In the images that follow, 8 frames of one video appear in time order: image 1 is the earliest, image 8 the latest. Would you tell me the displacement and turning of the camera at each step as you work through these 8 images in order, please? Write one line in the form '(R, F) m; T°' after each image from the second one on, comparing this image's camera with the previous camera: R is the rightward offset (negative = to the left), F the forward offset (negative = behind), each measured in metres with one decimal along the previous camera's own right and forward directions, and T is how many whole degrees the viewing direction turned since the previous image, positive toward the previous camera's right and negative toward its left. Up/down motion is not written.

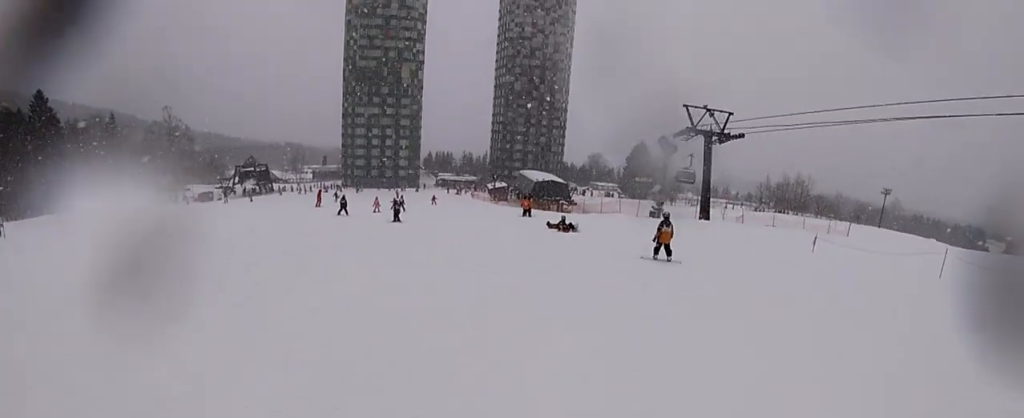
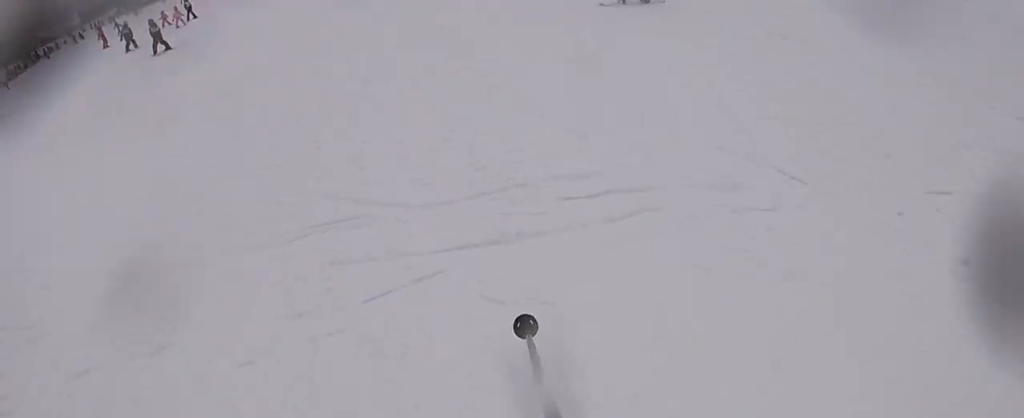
(0.0, +9.7) m; -1°
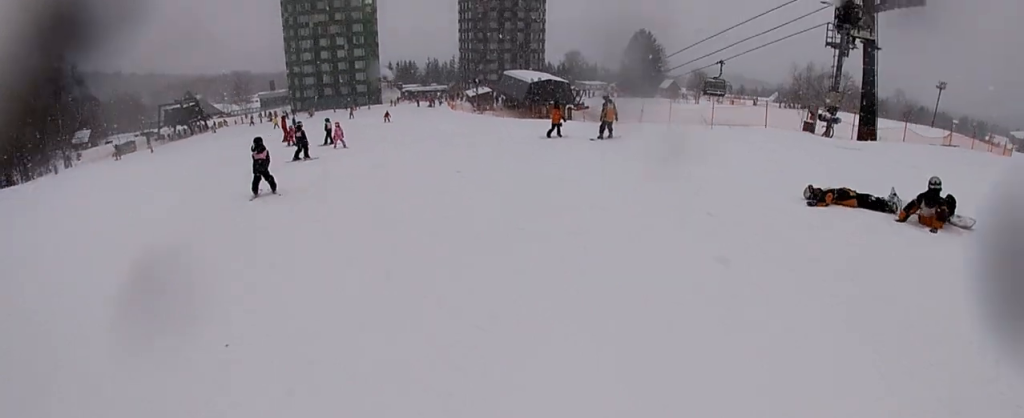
(-0.3, +9.3) m; -7°
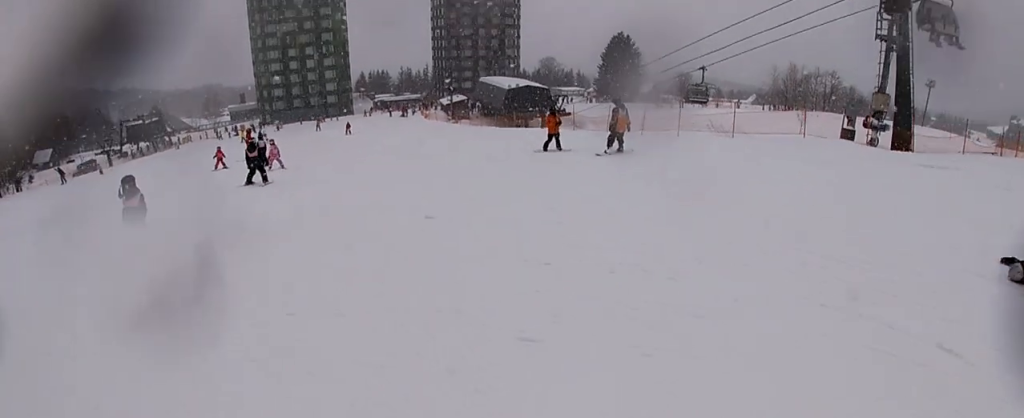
(-0.5, +4.6) m; +5°
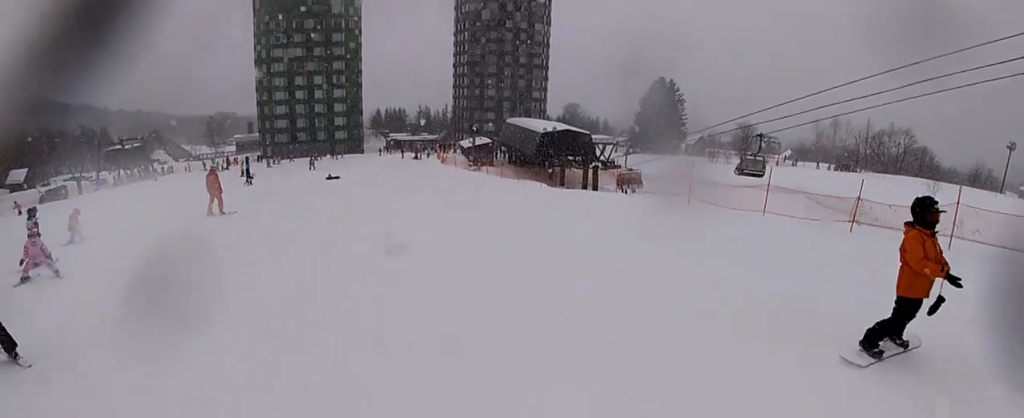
(+2.1, +13.9) m; +8°
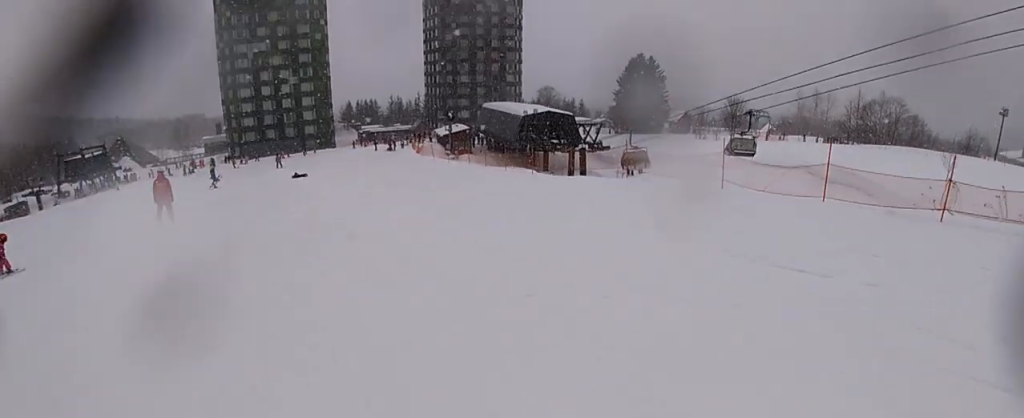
(-0.2, +3.6) m; -3°
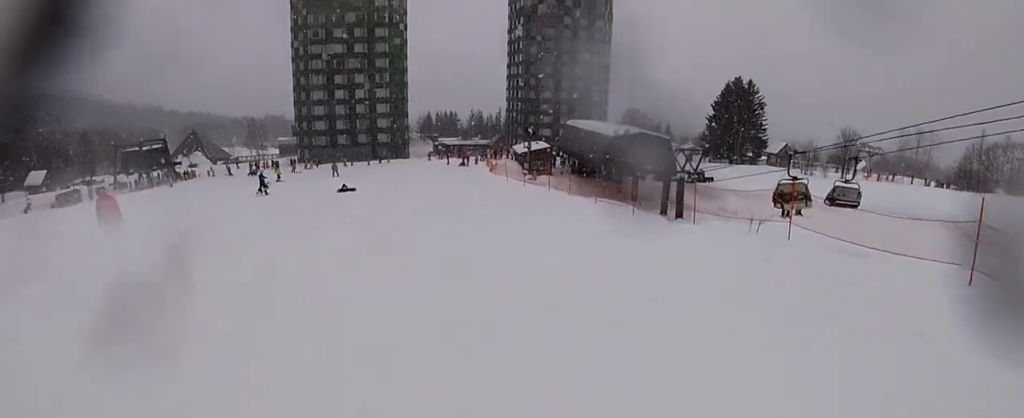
(-0.2, +7.4) m; +4°
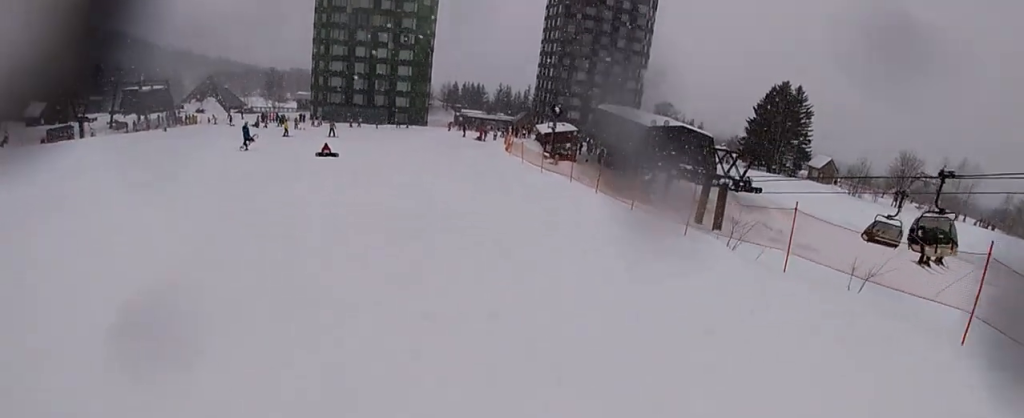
(+0.5, +6.1) m; -2°
